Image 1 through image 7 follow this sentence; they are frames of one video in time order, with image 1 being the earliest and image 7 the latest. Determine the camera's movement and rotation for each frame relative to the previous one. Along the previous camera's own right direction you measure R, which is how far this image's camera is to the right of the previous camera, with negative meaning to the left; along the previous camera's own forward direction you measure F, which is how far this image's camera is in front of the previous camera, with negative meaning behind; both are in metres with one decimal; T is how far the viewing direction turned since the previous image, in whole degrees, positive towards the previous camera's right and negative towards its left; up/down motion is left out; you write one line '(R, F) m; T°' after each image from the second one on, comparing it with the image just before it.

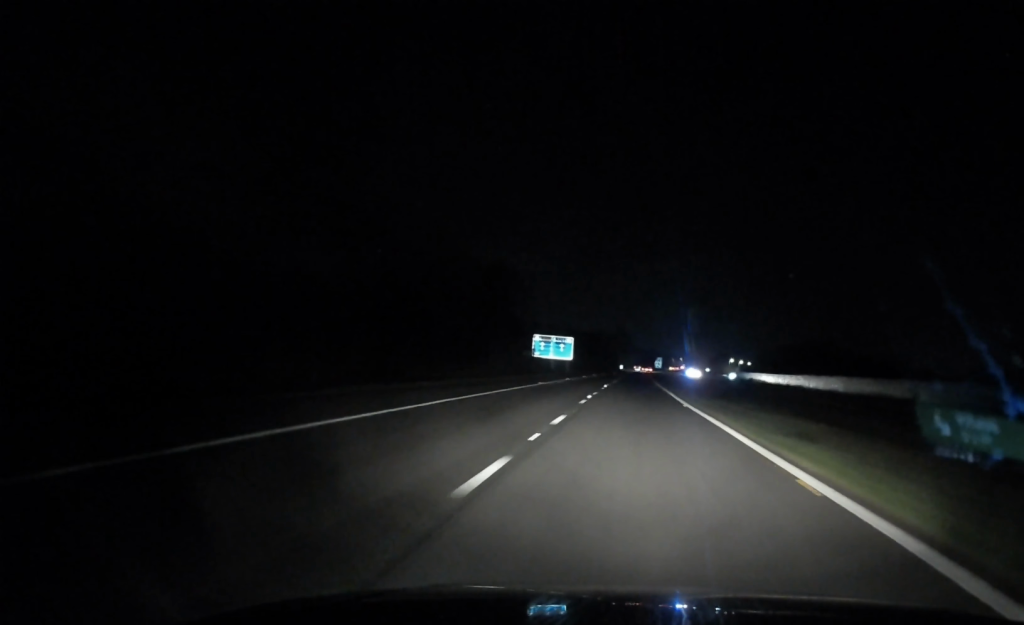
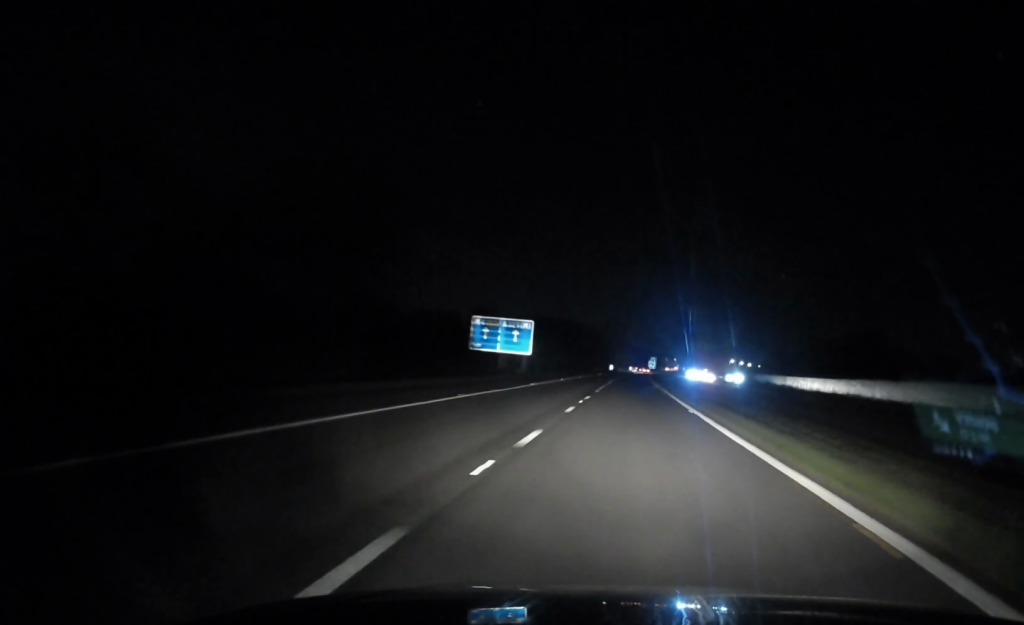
(+0.2, +39.4) m; +1°
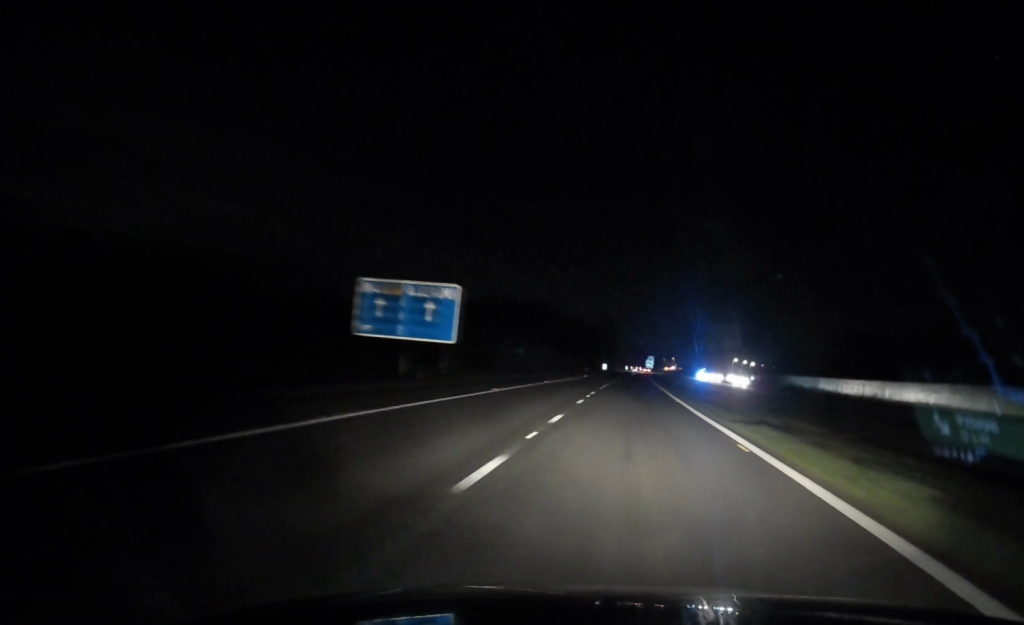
(+0.1, +31.3) m; 0°
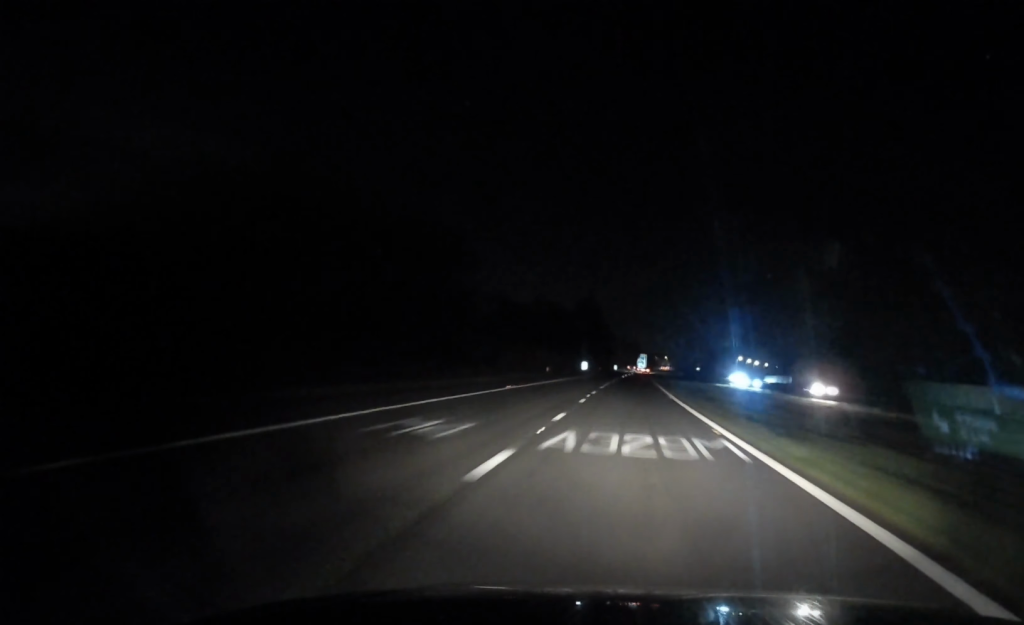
(0.0, +50.8) m; +1°
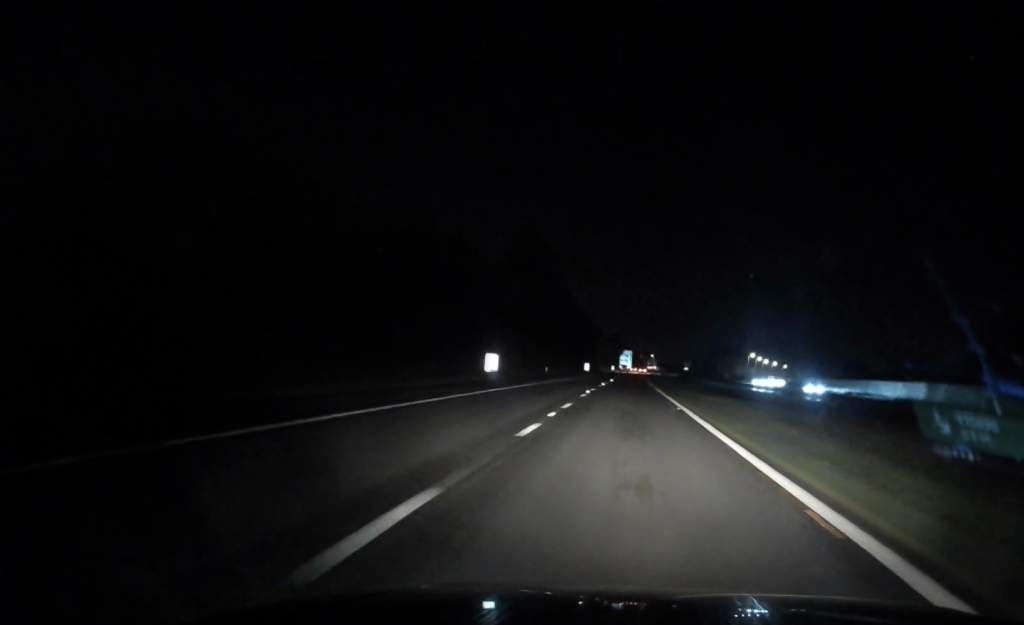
(+1.1, +81.9) m; +1°
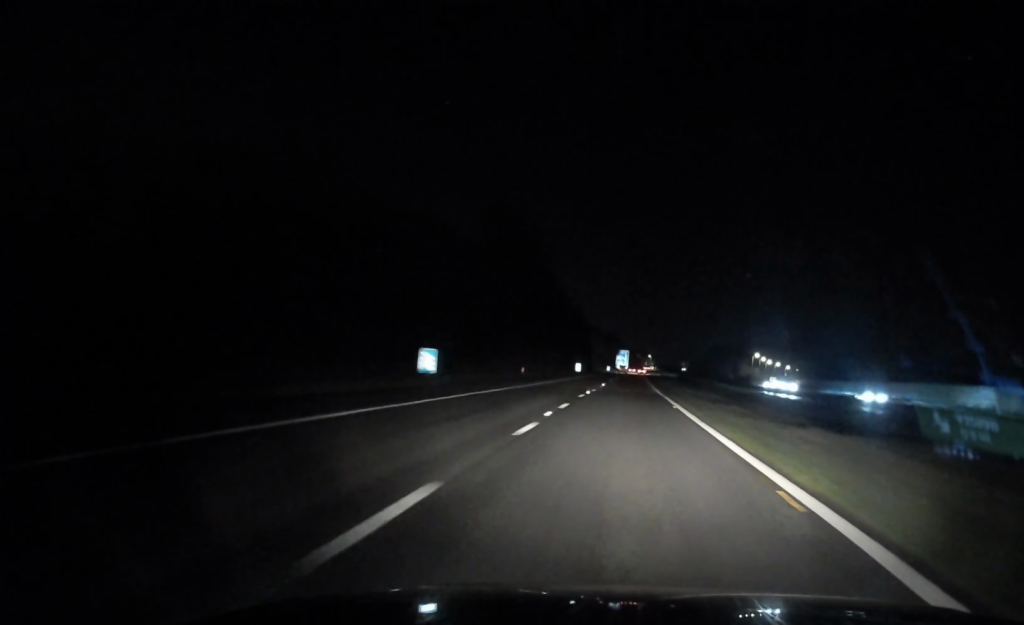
(0.0, +17.1) m; 0°
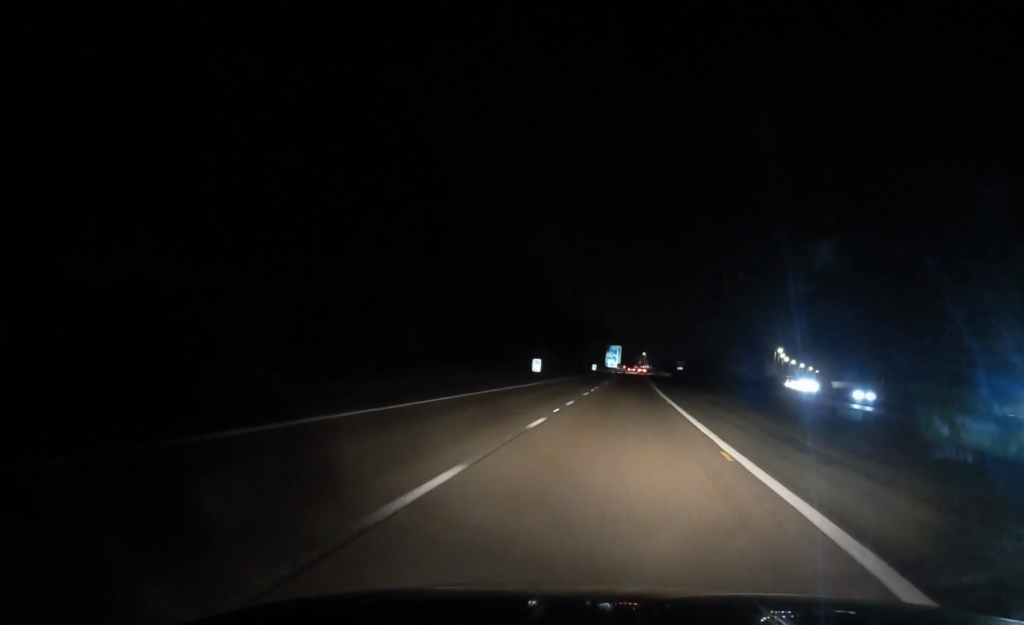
(+0.8, +52.5) m; +1°
